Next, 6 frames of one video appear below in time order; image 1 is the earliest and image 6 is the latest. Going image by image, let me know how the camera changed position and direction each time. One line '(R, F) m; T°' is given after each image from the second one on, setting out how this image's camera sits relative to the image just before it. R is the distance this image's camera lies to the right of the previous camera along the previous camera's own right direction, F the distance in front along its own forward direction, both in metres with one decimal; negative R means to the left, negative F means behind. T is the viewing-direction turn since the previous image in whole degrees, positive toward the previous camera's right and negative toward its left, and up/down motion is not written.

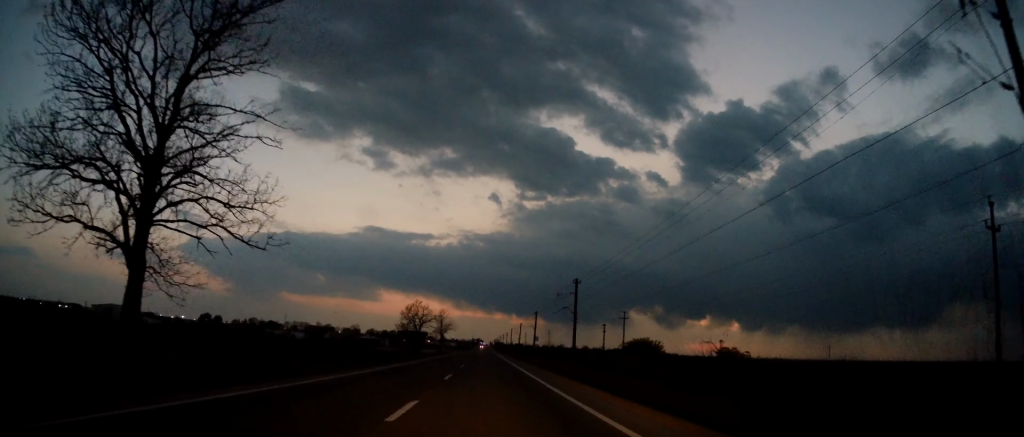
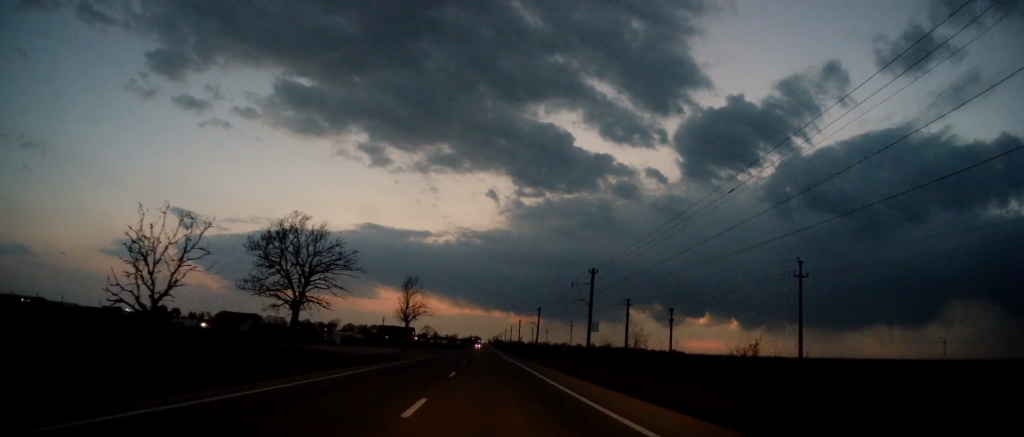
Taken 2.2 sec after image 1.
(+0.7, +57.9) m; +1°
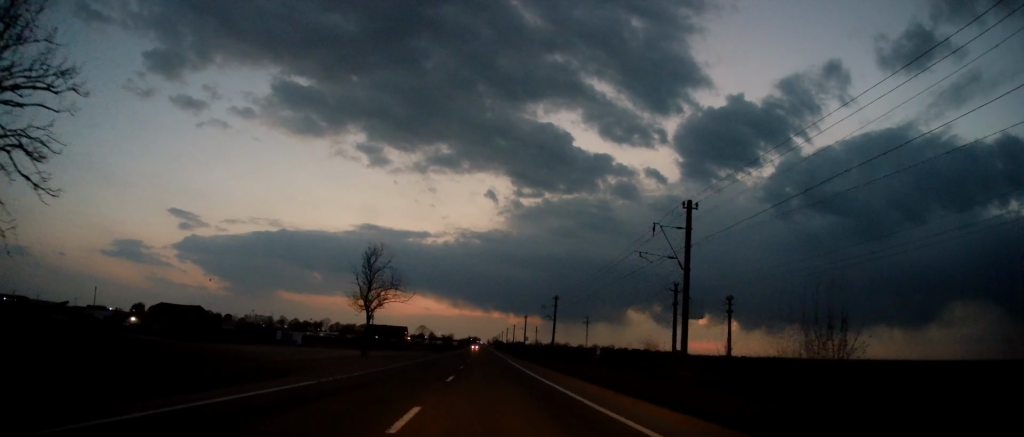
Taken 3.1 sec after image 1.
(-0.3, +24.8) m; 0°
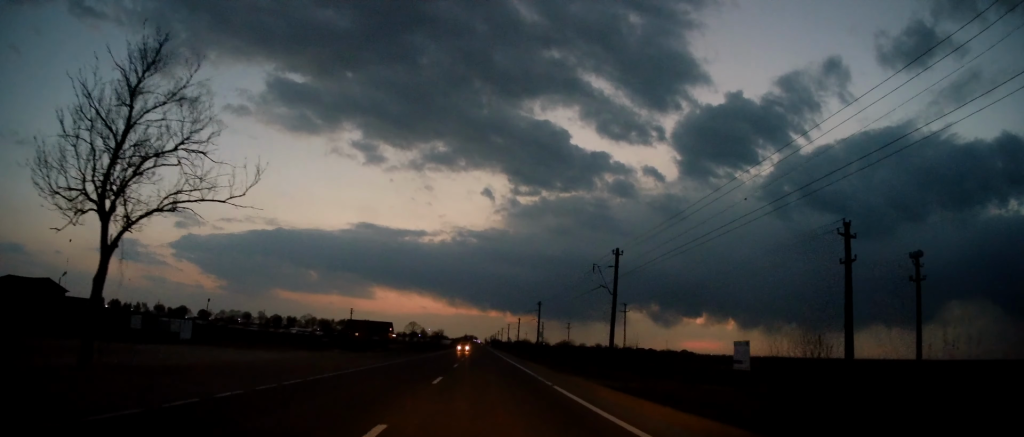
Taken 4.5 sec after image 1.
(+0.5, +37.2) m; 0°
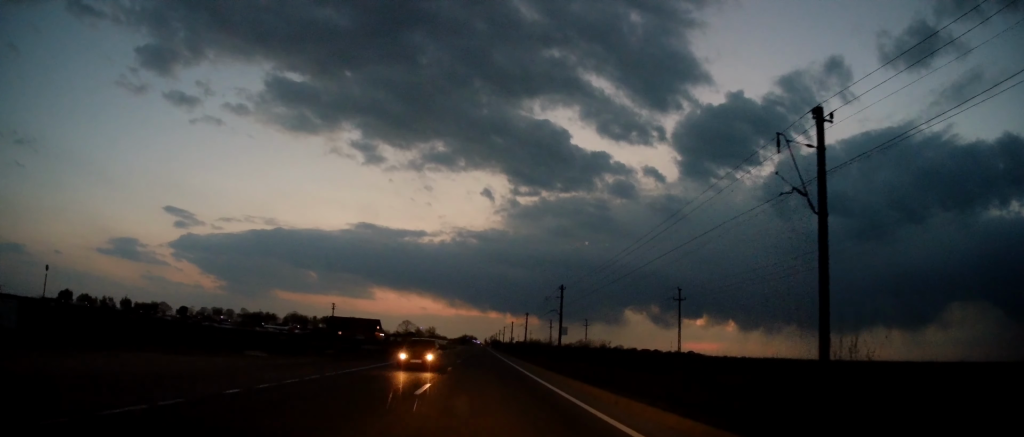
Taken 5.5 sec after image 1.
(-0.2, +26.7) m; 0°
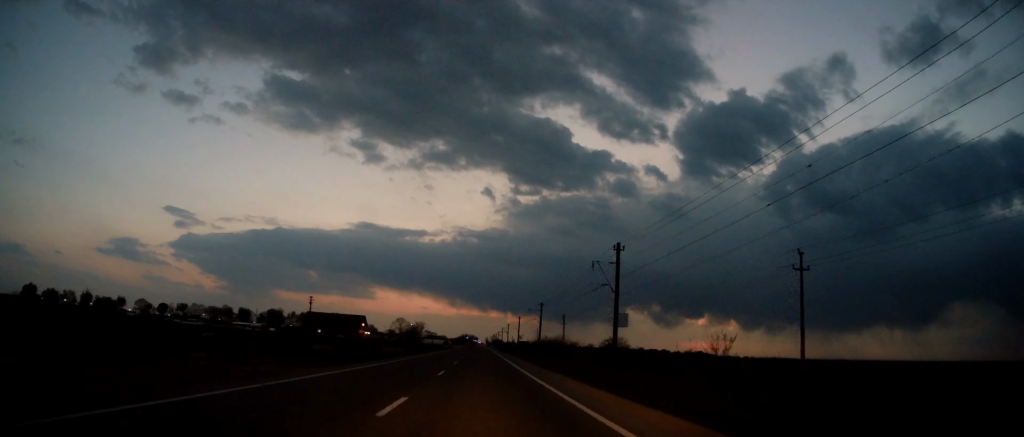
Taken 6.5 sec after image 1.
(0.0, +27.6) m; 0°
